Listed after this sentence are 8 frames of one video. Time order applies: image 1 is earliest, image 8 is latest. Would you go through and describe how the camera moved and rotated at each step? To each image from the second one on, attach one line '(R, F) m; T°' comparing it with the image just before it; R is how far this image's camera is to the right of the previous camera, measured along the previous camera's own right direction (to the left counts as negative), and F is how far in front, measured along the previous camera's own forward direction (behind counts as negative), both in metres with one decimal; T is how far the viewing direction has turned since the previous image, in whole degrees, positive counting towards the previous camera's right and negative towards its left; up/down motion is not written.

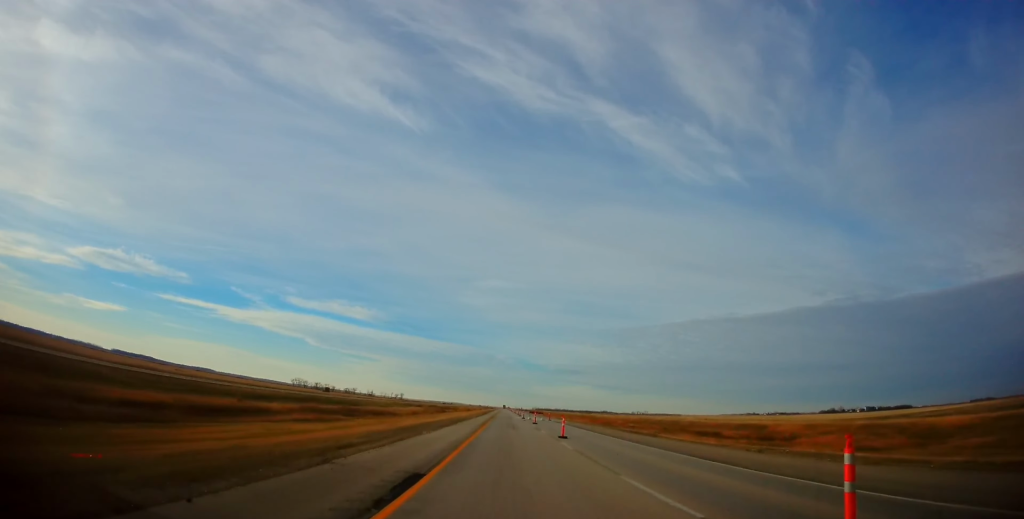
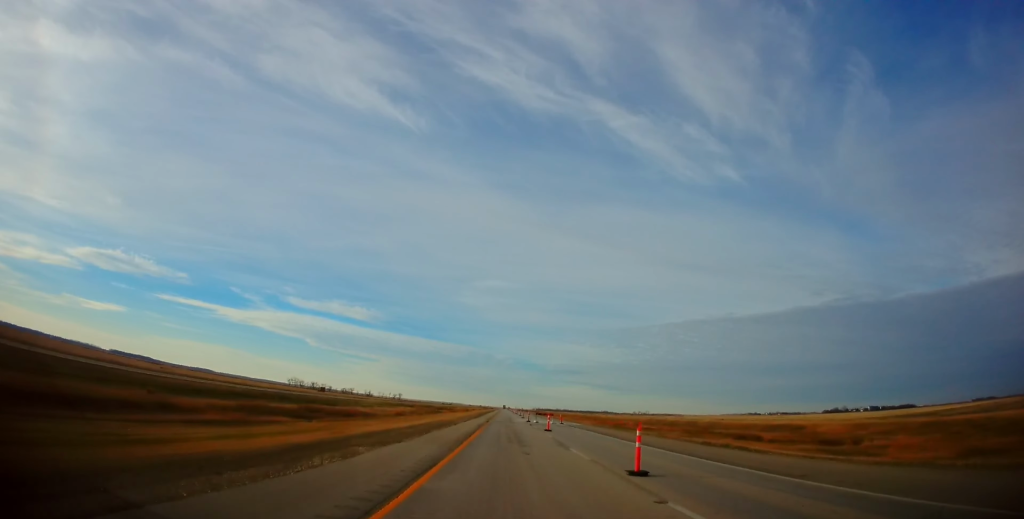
(-0.2, +15.9) m; 0°
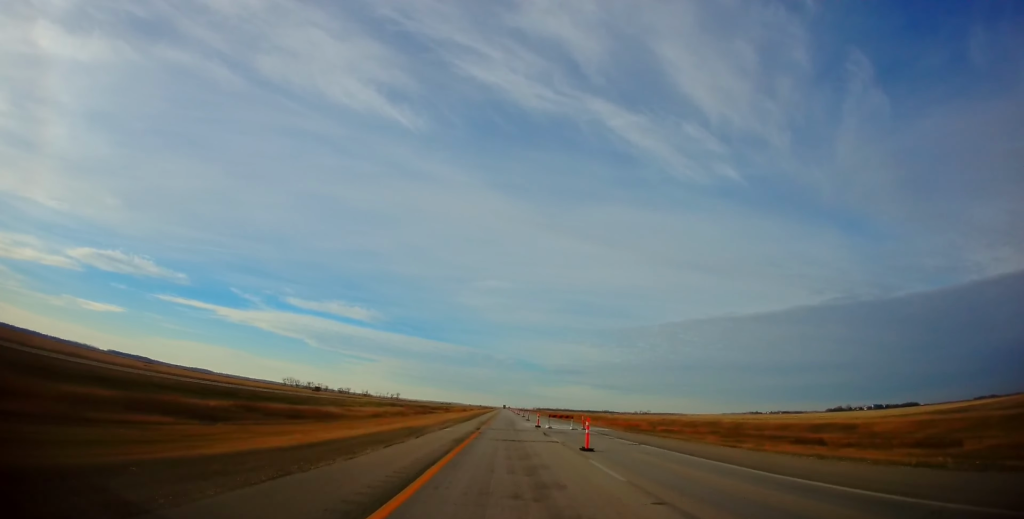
(+0.4, +17.2) m; 0°
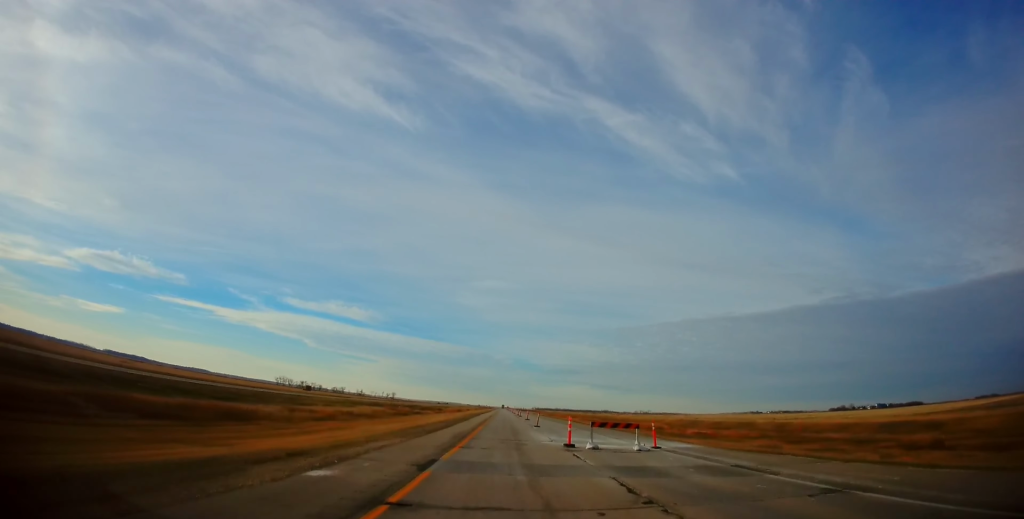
(-0.4, +21.7) m; -1°
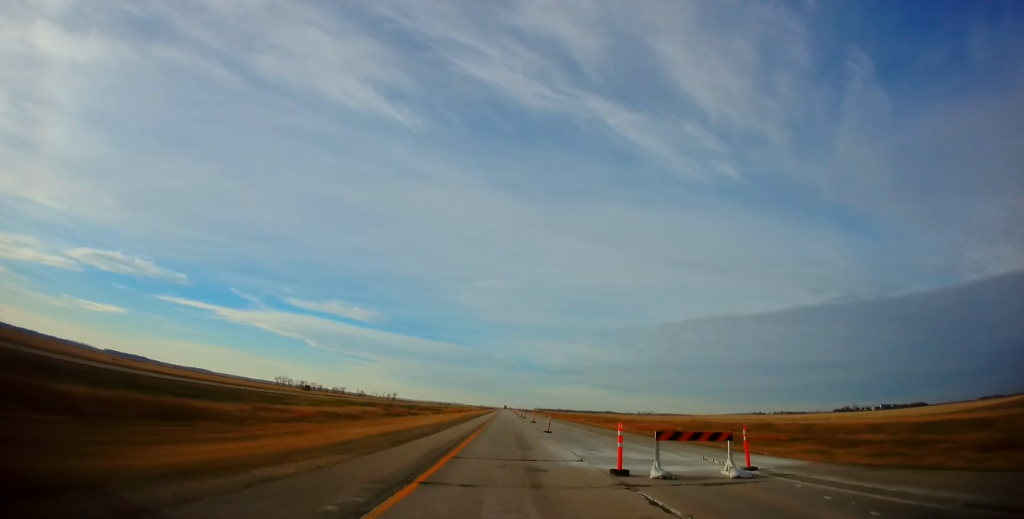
(+0.2, +8.8) m; -1°
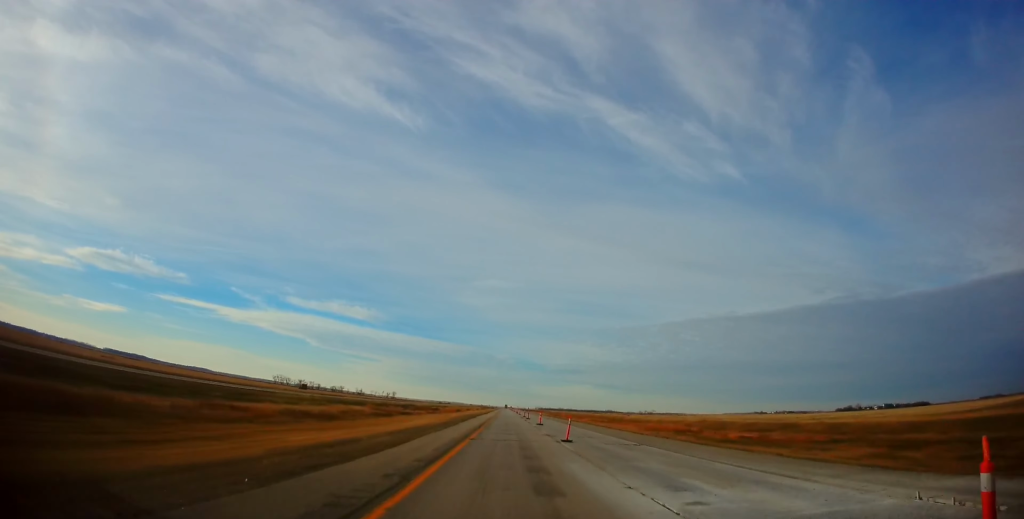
(0.0, +10.1) m; 0°
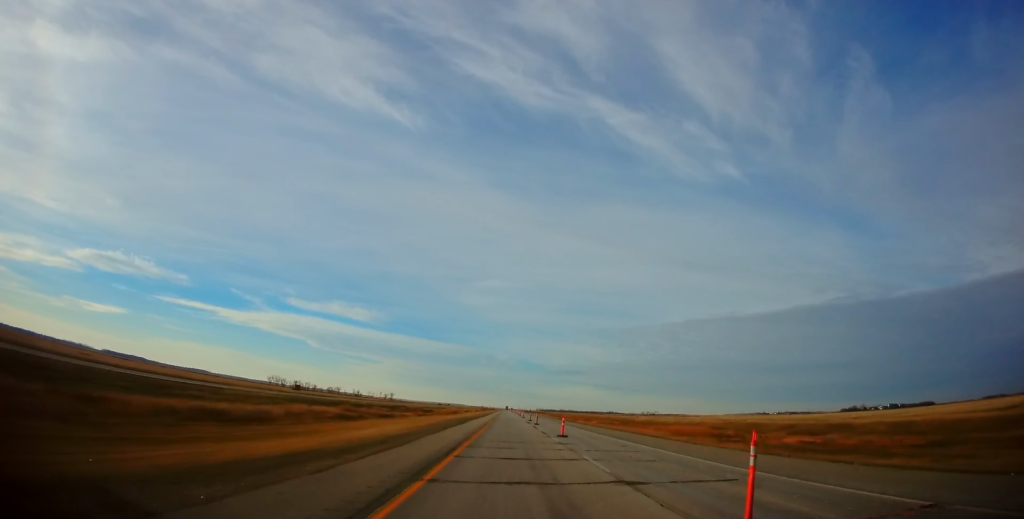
(-0.4, +18.5) m; +1°
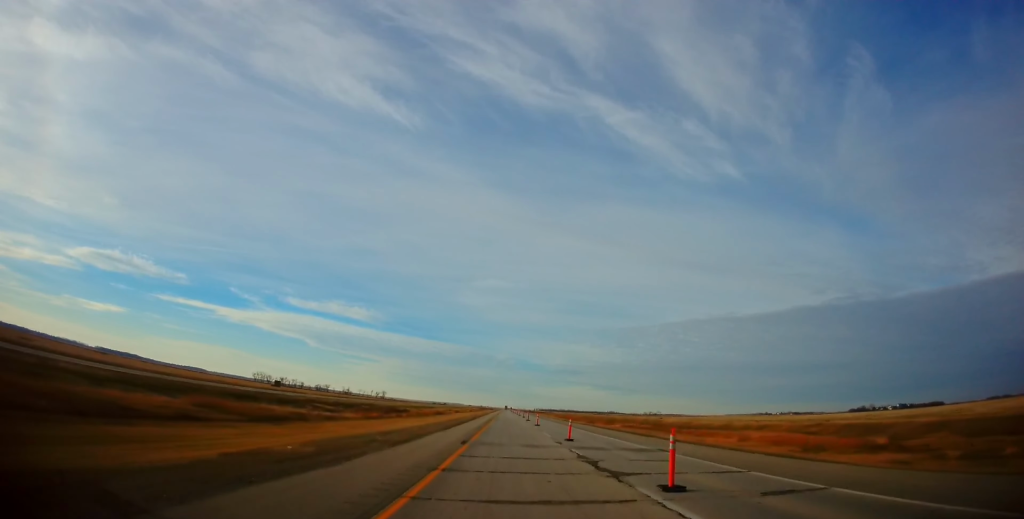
(+0.5, +43.9) m; 0°
